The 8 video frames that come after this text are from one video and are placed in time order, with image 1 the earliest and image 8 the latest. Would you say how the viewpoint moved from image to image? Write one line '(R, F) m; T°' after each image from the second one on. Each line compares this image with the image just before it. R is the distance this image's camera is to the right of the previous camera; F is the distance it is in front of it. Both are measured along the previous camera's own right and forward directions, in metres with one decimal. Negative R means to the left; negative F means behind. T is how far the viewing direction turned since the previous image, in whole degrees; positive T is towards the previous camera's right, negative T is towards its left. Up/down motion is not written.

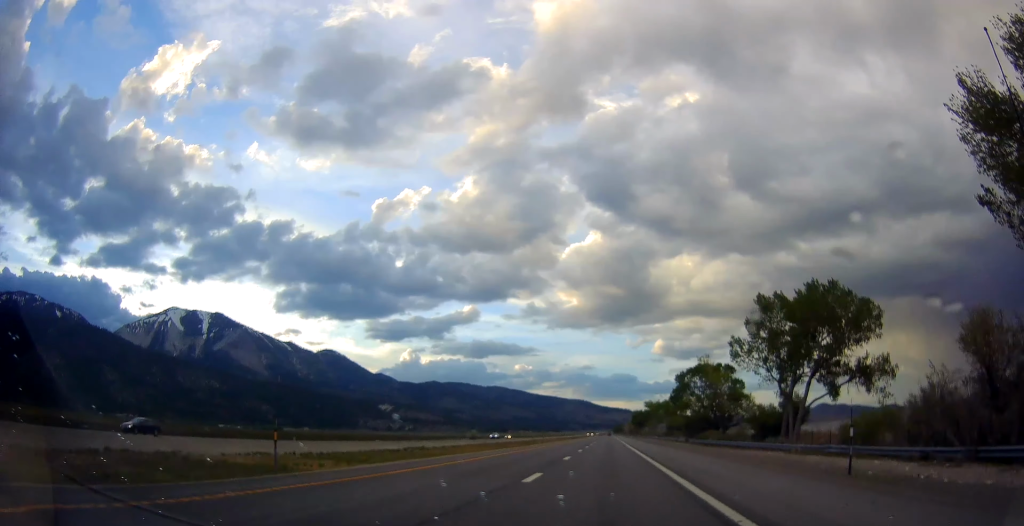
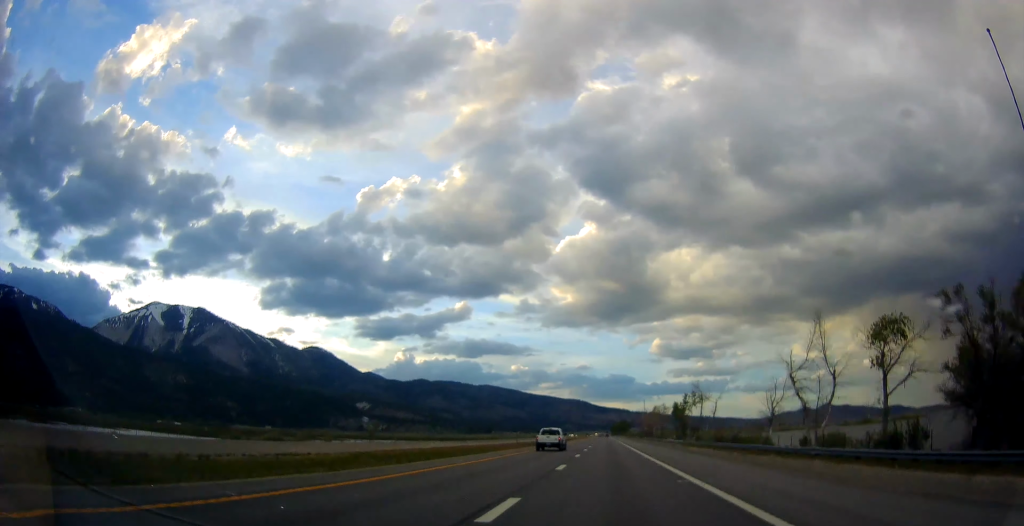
(+0.5, +326.8) m; 0°
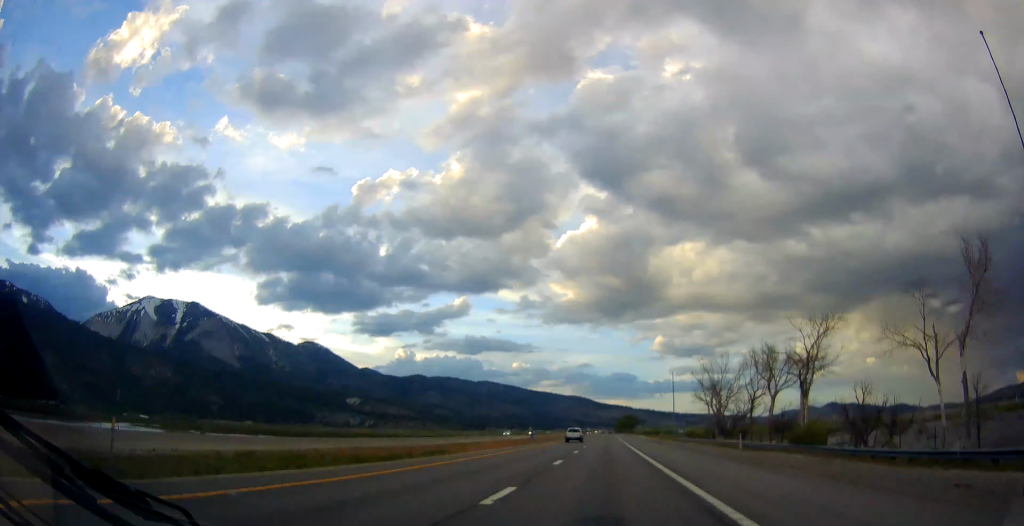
(-0.1, +168.6) m; 0°
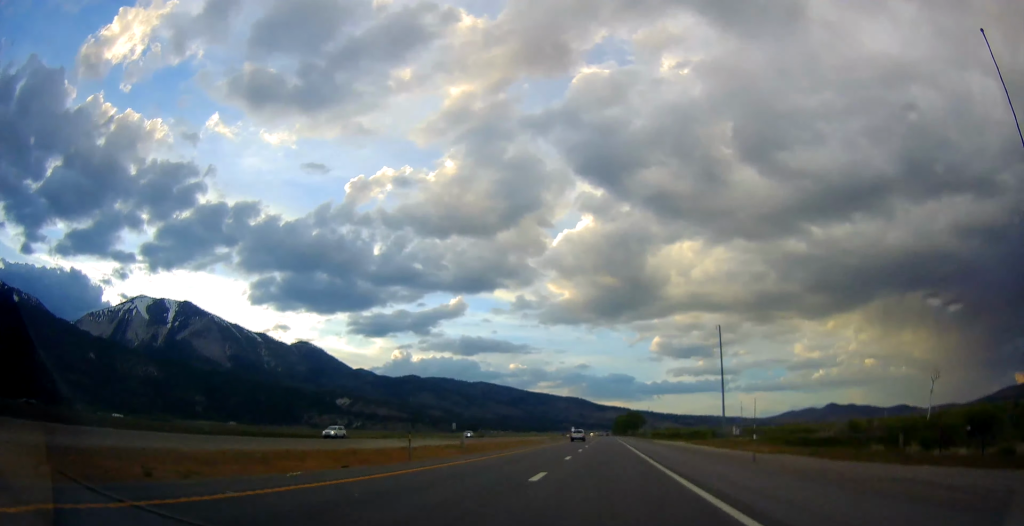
(0.0, +105.3) m; 0°
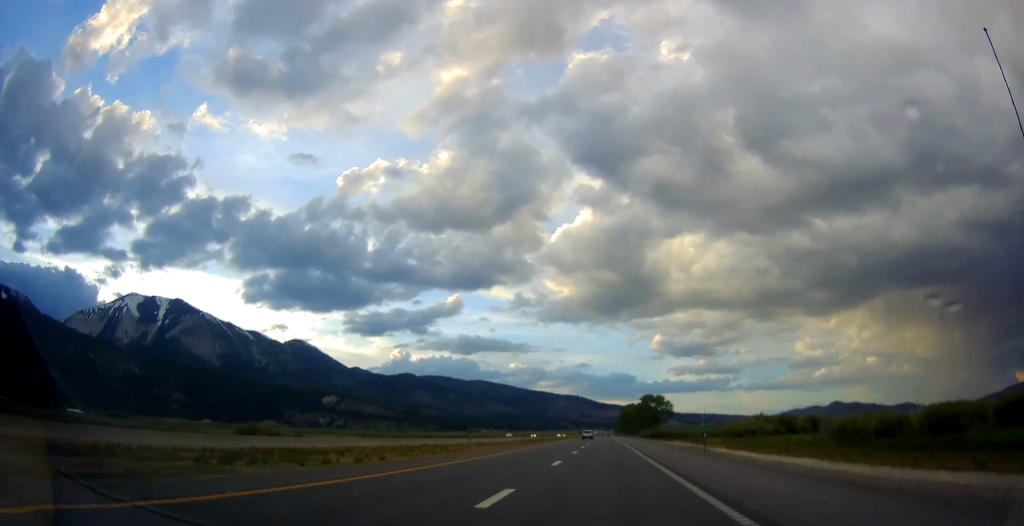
(-0.1, +177.6) m; 0°
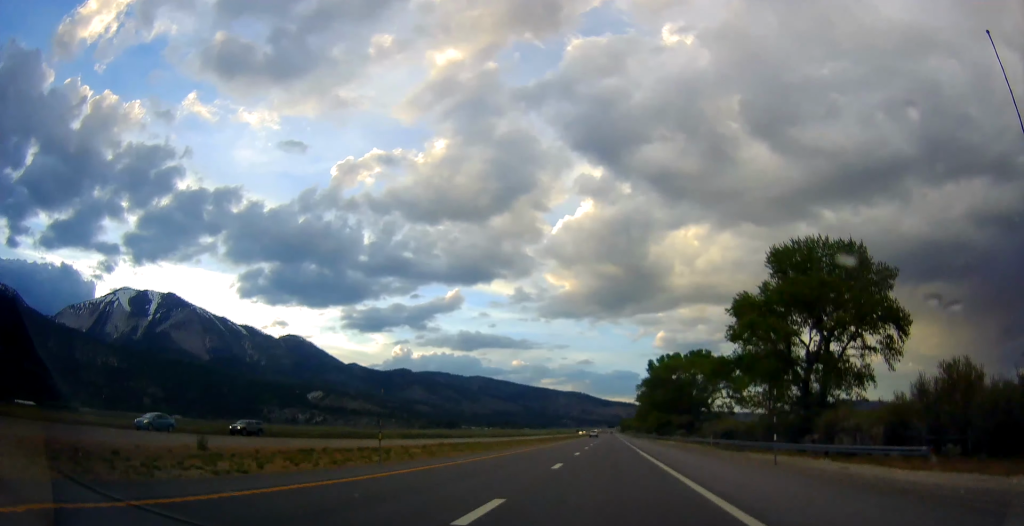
(0.0, +199.8) m; 0°
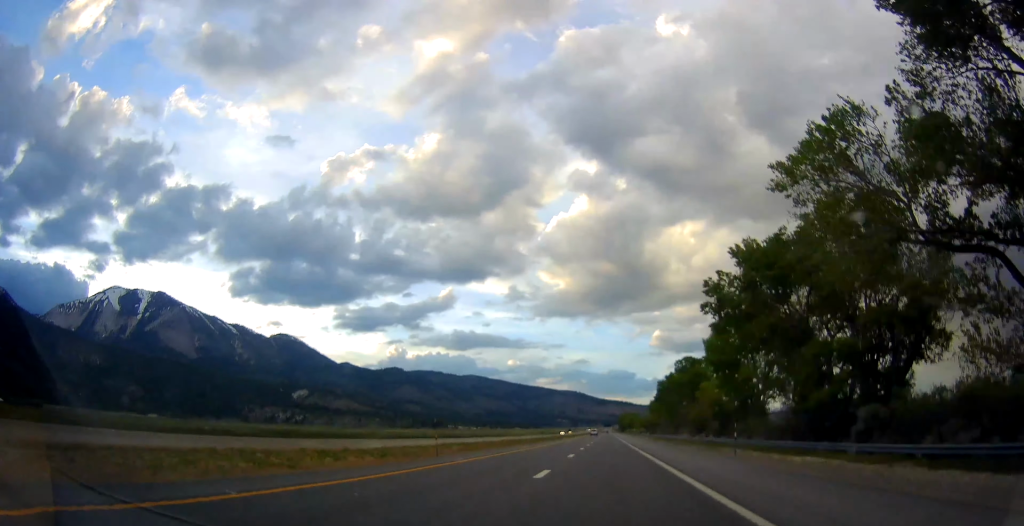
(+0.1, +115.9) m; 0°
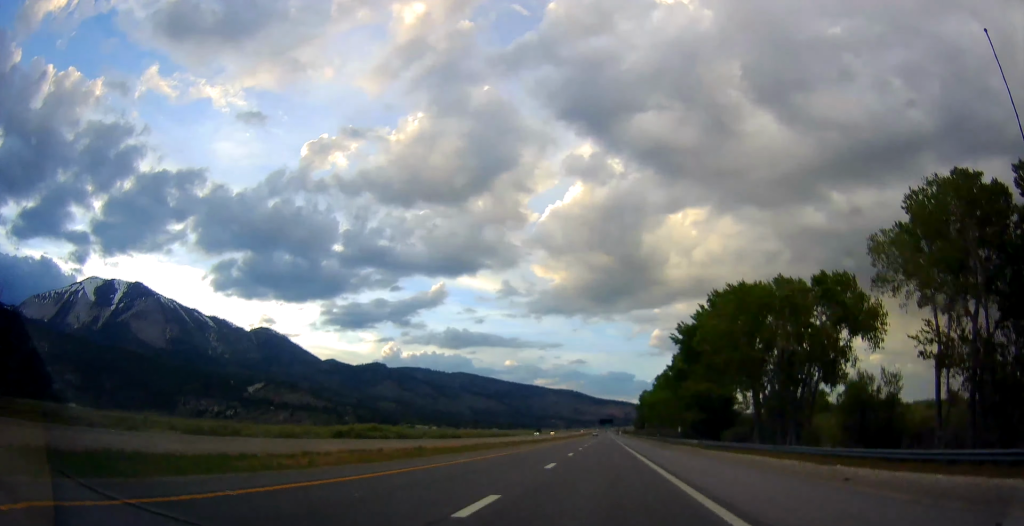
(+0.4, +387.4) m; 0°
